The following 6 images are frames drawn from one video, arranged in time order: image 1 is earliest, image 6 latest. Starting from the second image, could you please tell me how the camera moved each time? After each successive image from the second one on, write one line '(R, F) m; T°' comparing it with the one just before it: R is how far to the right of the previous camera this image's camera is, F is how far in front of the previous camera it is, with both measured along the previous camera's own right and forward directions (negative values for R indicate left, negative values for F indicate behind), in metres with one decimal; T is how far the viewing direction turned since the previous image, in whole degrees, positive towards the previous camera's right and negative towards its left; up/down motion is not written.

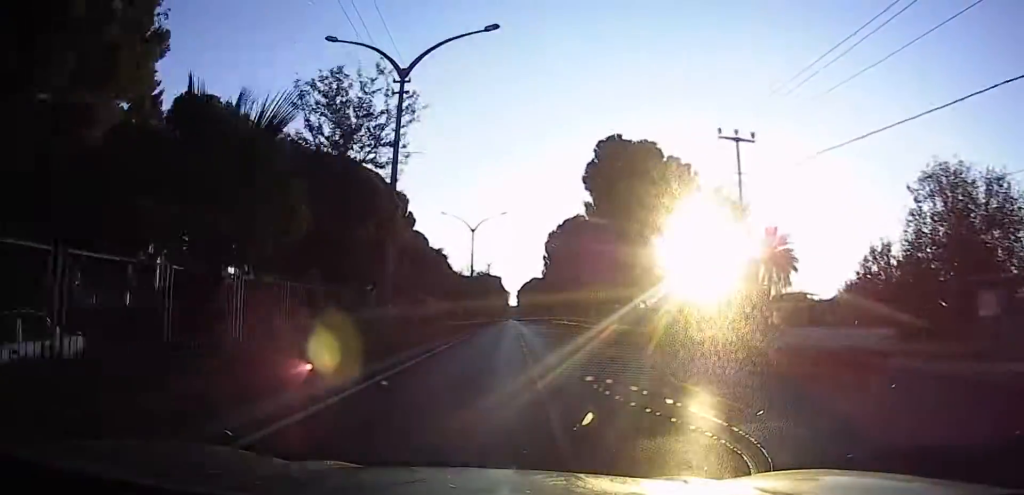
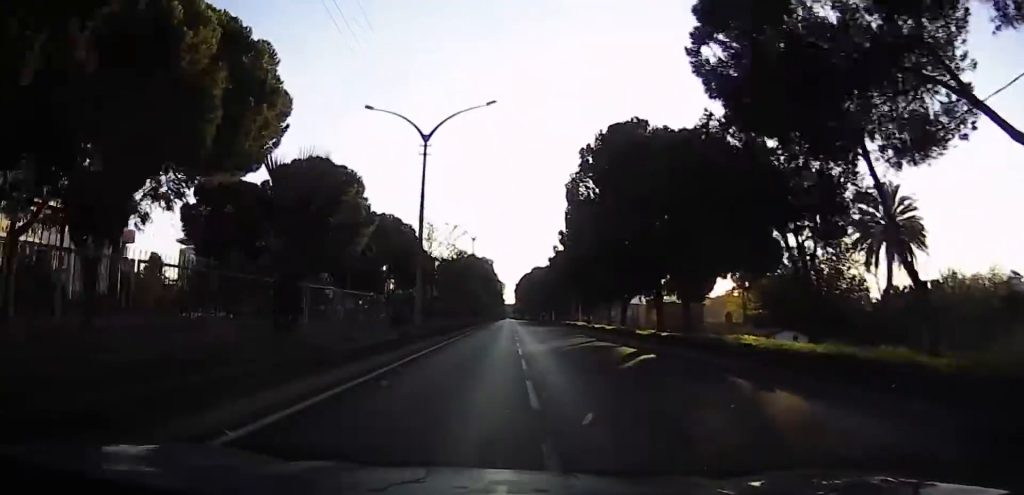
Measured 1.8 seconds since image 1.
(0.0, +30.7) m; -1°
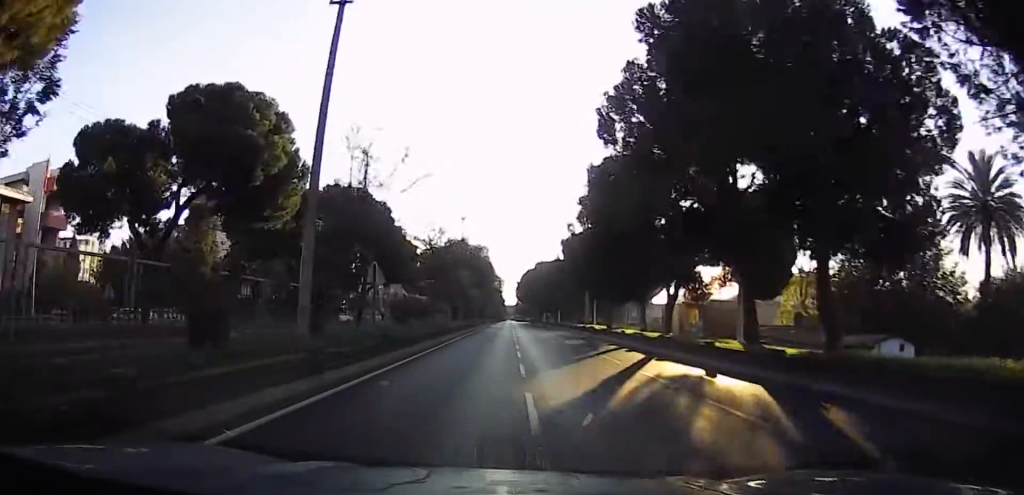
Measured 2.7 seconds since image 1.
(-0.1, +13.8) m; -1°
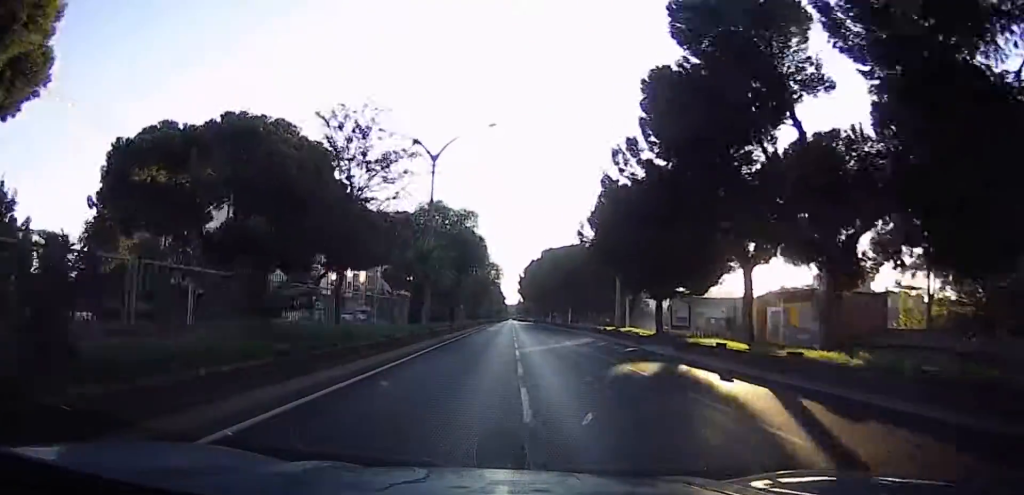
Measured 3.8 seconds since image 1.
(-0.1, +18.4) m; 0°
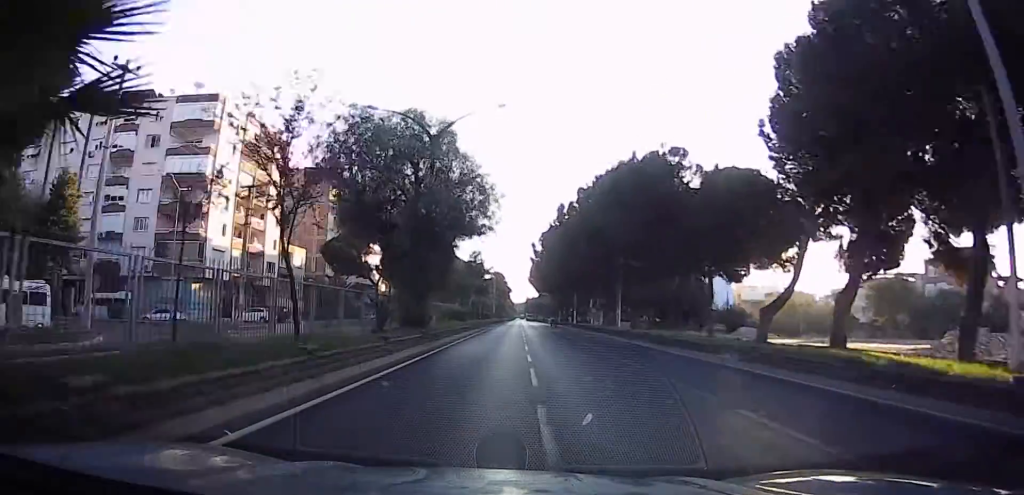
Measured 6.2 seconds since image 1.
(-1.0, +39.8) m; 0°
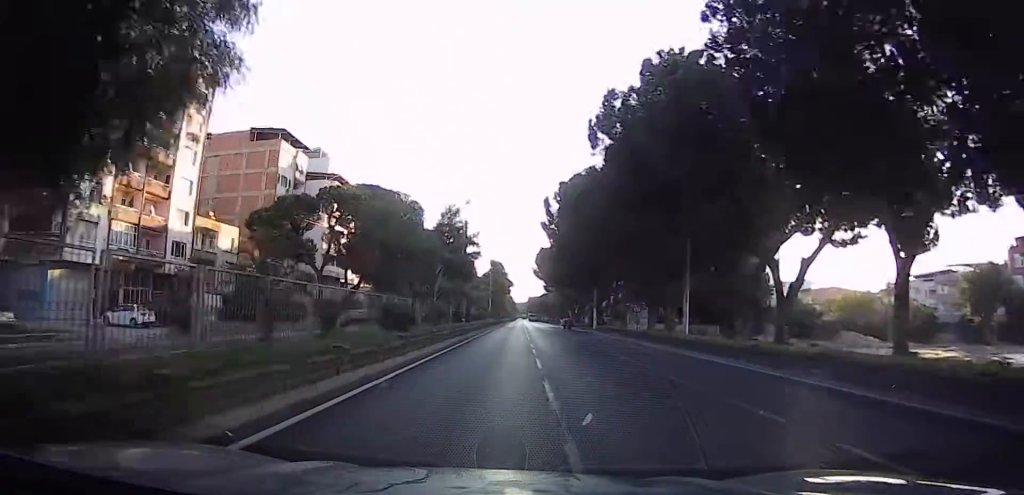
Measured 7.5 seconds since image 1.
(+0.9, +21.4) m; 0°
